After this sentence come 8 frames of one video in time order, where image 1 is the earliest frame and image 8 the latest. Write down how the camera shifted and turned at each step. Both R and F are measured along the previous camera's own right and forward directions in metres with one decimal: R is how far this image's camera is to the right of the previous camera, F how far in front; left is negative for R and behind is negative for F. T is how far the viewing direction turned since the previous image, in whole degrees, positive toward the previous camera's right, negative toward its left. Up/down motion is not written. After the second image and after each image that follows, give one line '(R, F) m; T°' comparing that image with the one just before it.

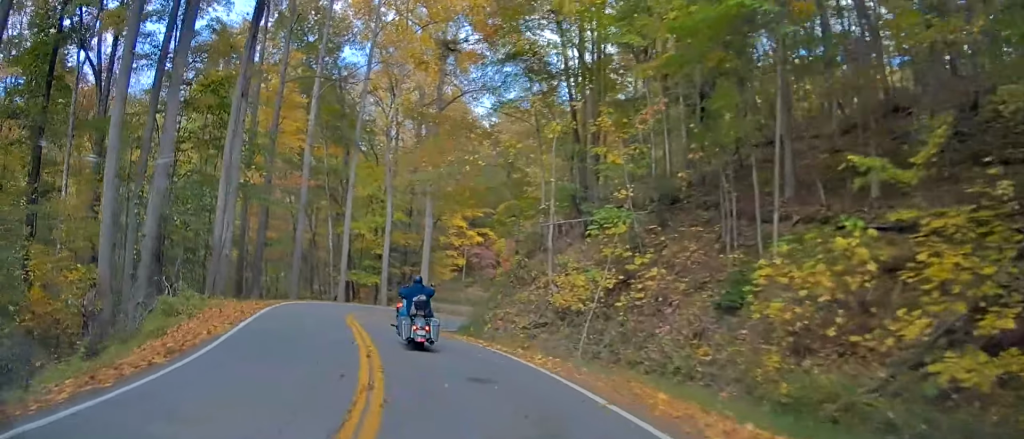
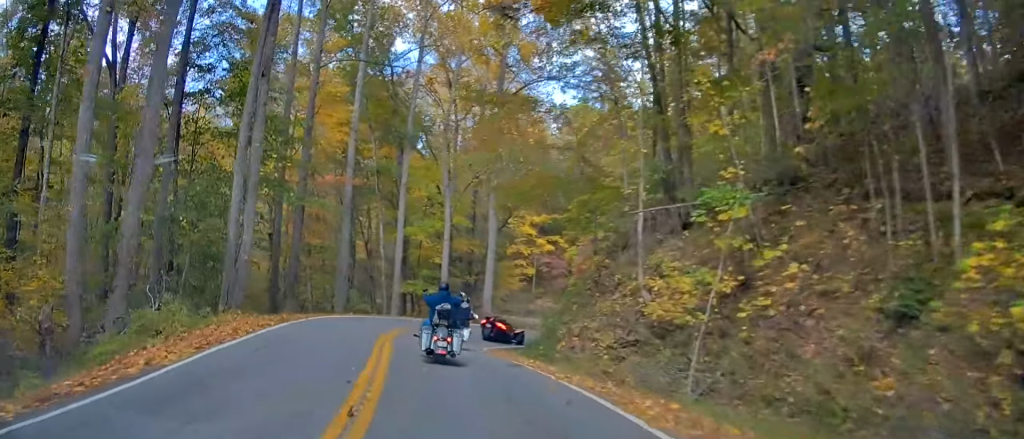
(-0.4, +4.6) m; -4°
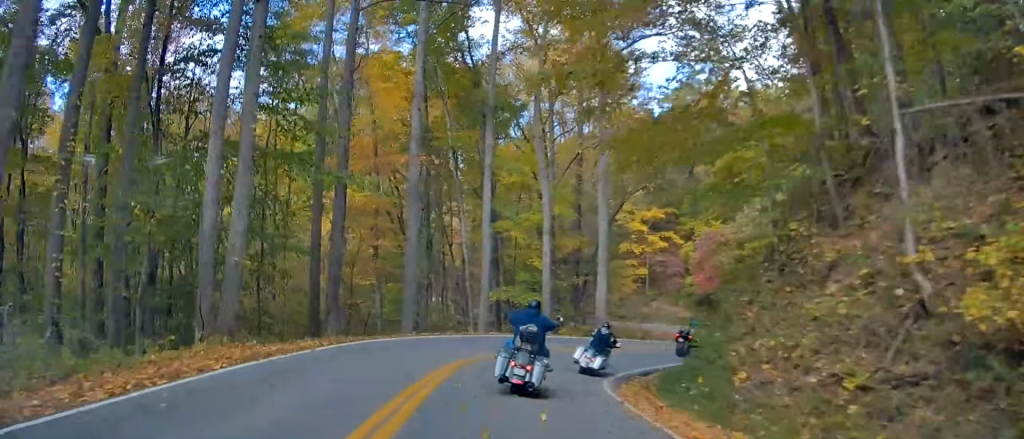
(-0.5, +8.1) m; -5°
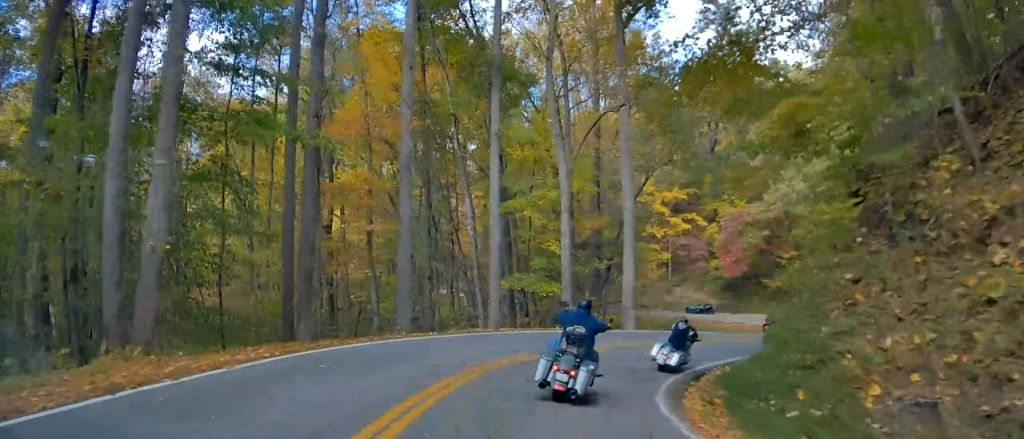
(-0.2, +4.2) m; -1°
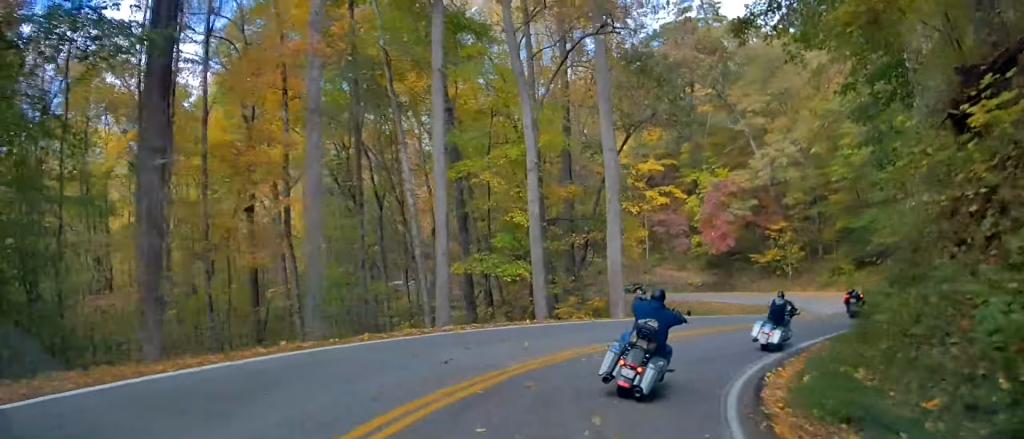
(0.0, +6.1) m; +2°
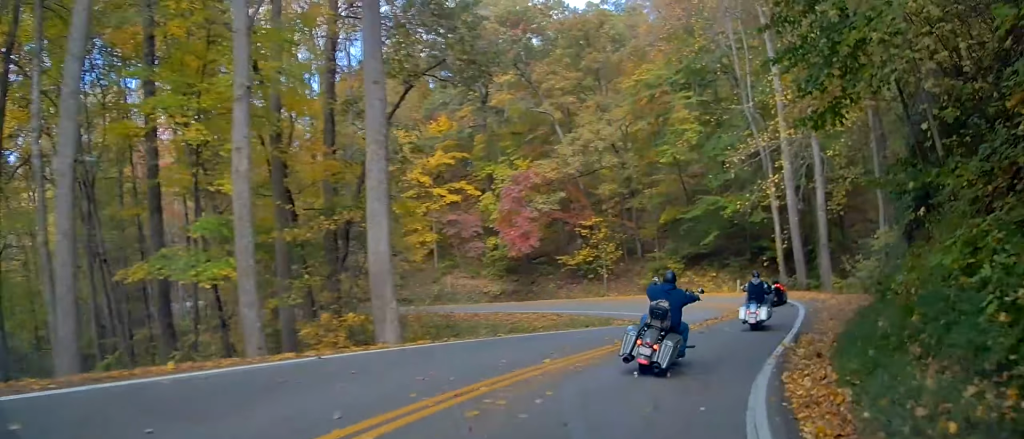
(+0.6, +9.7) m; +6°
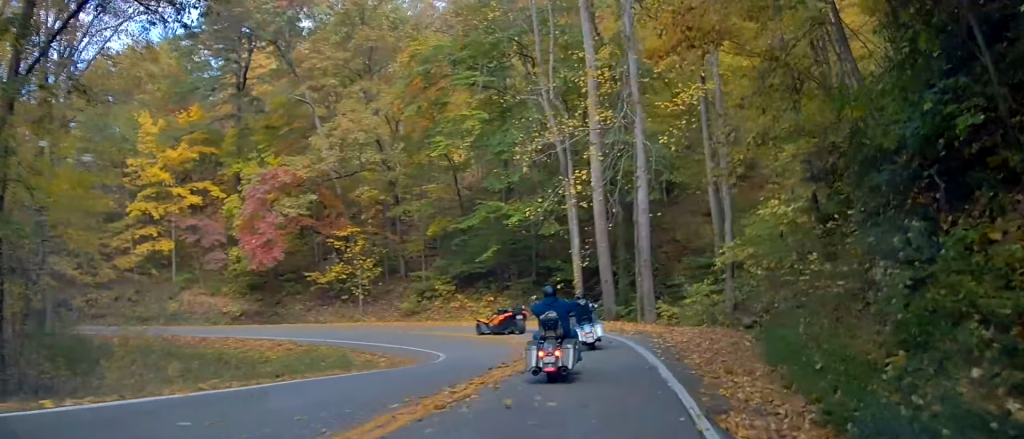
(+0.4, +9.4) m; +7°
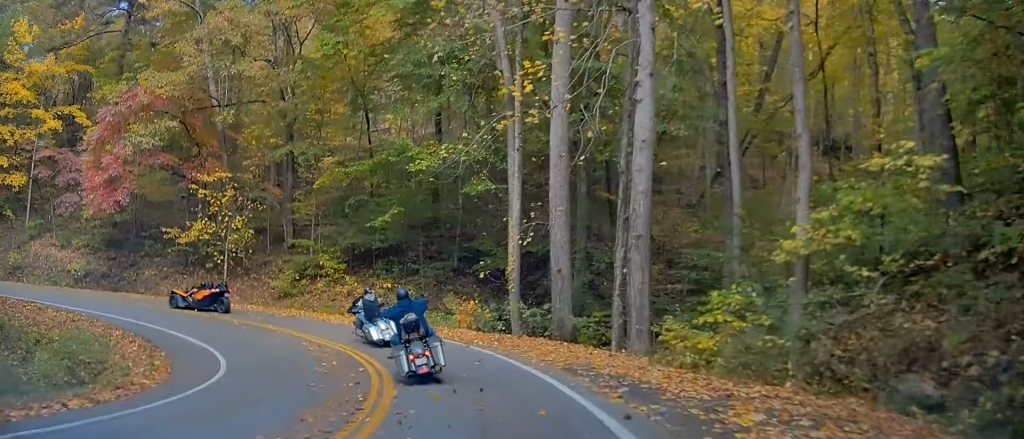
(+1.6, +12.8) m; +9°
